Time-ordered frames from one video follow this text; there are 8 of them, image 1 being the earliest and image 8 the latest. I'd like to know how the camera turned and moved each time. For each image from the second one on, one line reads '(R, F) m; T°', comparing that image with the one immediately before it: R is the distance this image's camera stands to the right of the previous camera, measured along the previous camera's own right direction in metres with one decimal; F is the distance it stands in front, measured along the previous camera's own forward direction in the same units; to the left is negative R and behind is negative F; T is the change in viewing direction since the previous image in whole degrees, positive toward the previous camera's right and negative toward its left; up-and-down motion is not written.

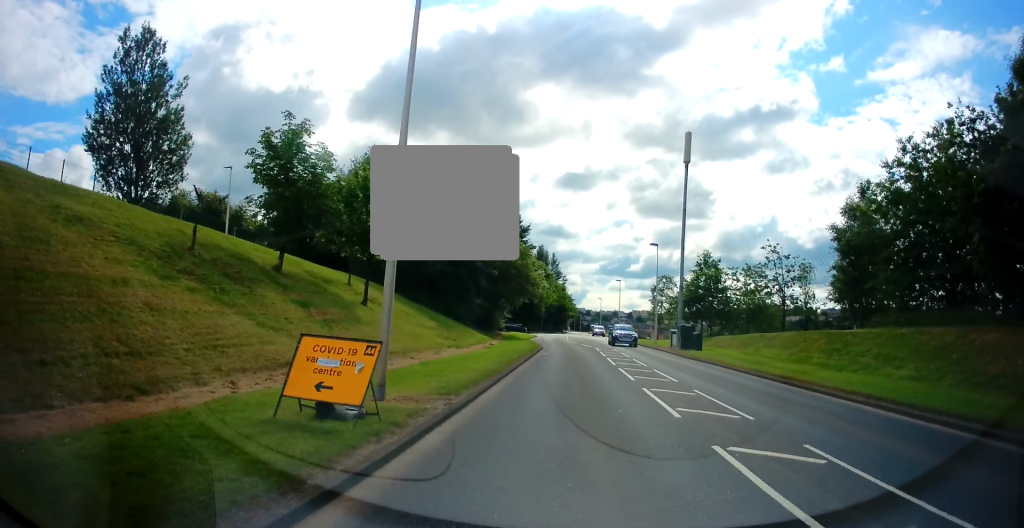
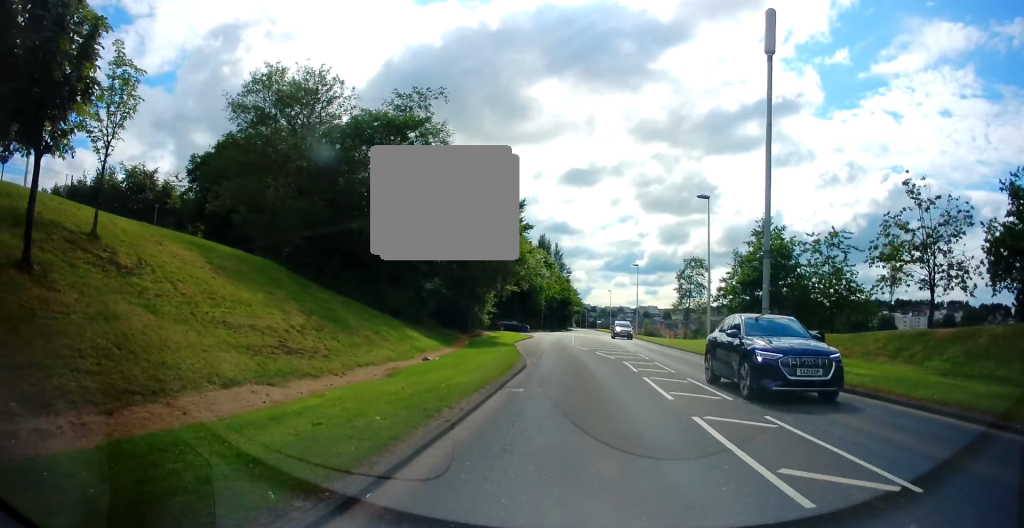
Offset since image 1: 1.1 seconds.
(+0.5, +16.9) m; +2°
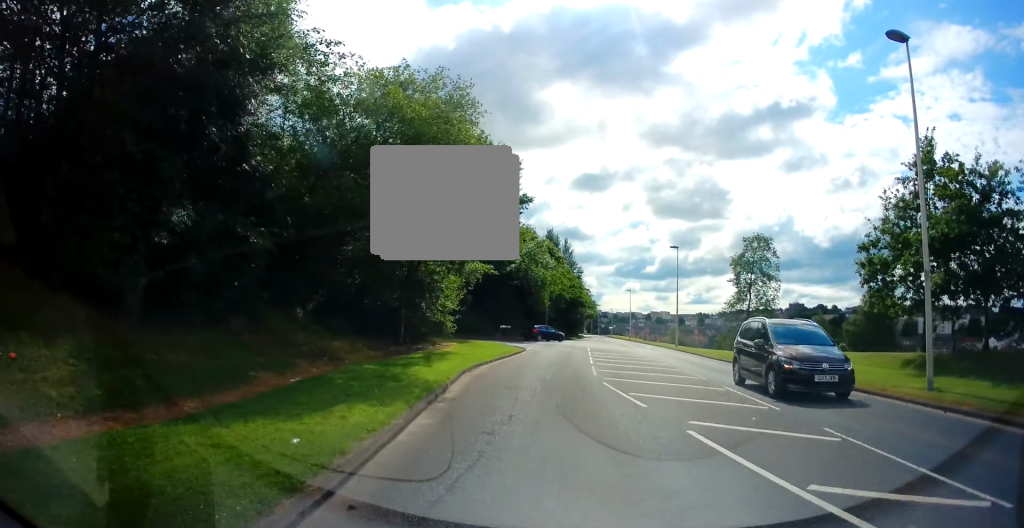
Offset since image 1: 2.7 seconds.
(0.0, +19.7) m; -1°
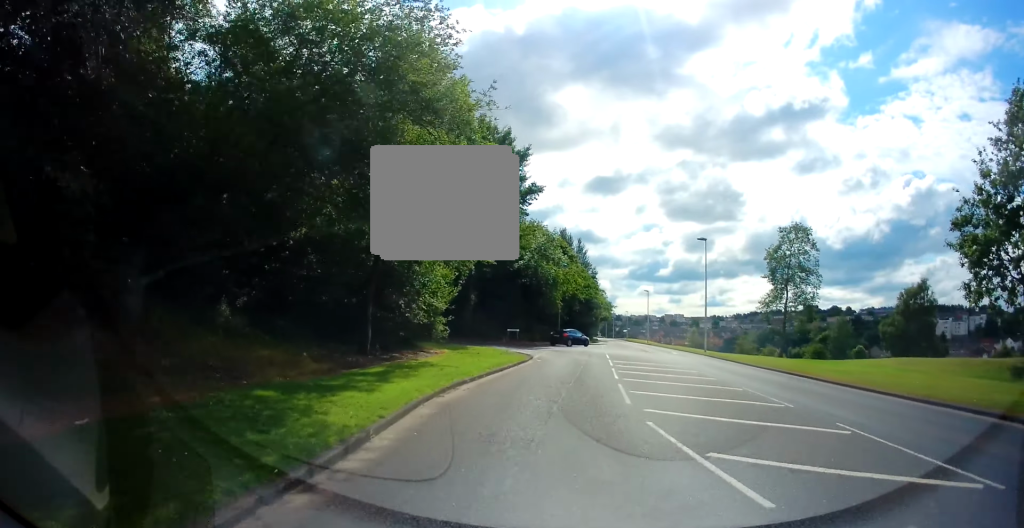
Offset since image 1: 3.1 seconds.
(0.0, +5.6) m; -1°
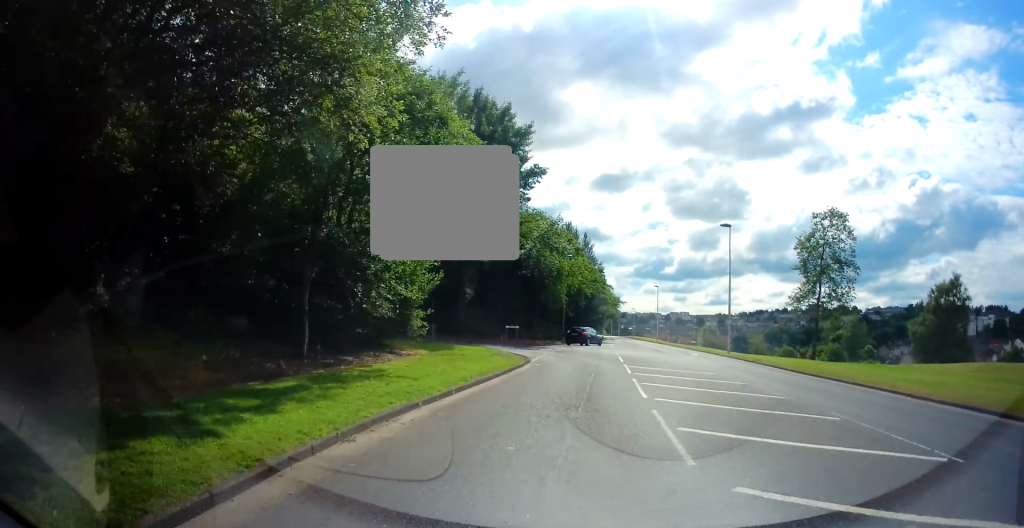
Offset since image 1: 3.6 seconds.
(0.0, +5.0) m; -1°
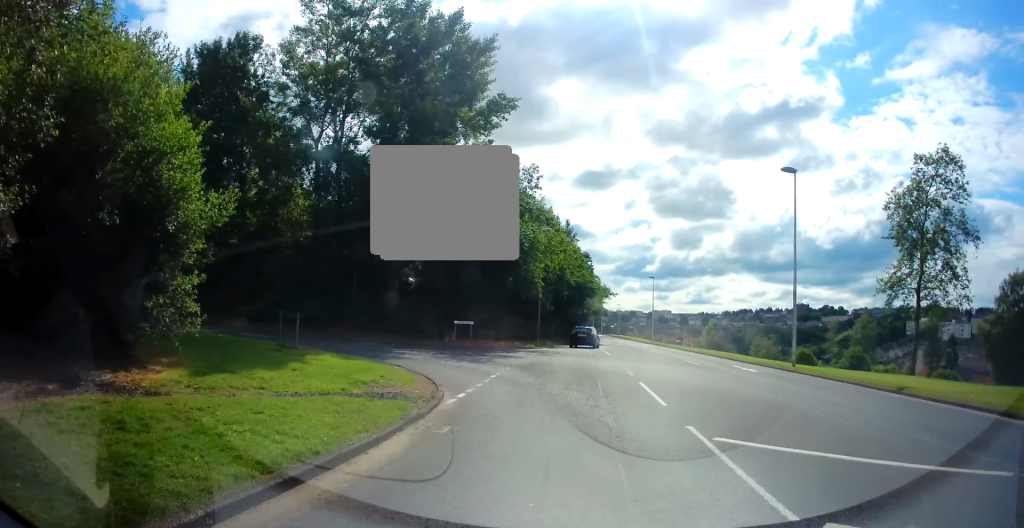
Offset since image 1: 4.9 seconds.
(-0.3, +14.4) m; -2°
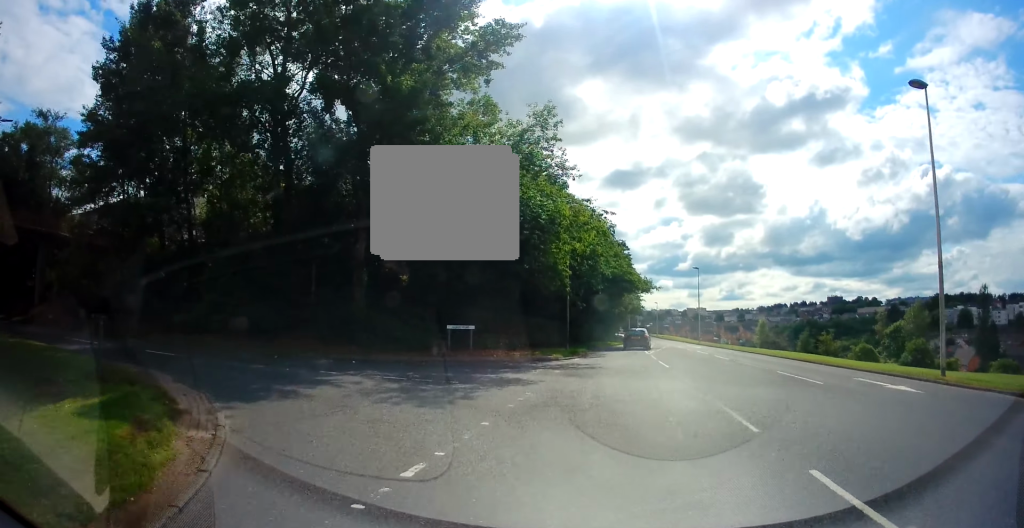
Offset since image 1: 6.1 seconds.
(0.0, +9.7) m; -3°
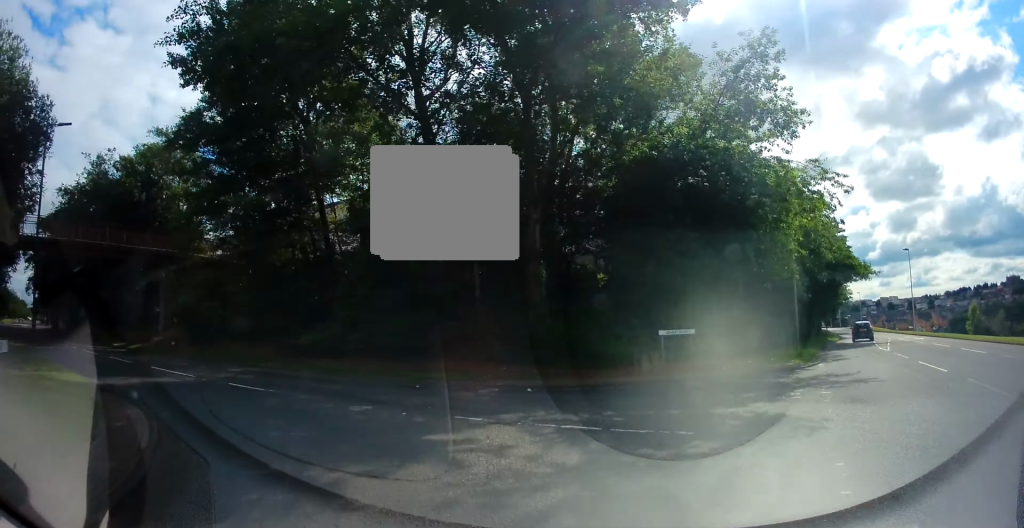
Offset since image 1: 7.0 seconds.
(-0.4, +6.1) m; -13°
